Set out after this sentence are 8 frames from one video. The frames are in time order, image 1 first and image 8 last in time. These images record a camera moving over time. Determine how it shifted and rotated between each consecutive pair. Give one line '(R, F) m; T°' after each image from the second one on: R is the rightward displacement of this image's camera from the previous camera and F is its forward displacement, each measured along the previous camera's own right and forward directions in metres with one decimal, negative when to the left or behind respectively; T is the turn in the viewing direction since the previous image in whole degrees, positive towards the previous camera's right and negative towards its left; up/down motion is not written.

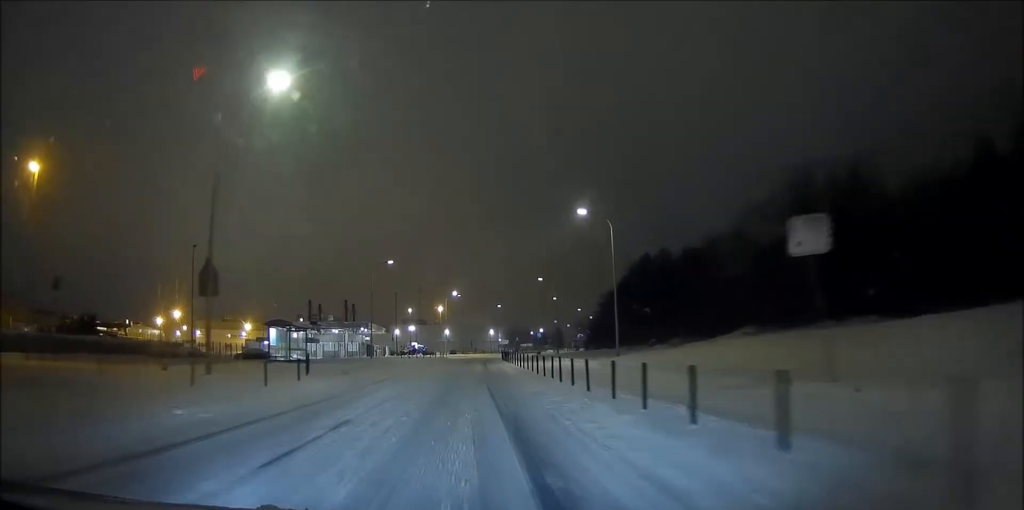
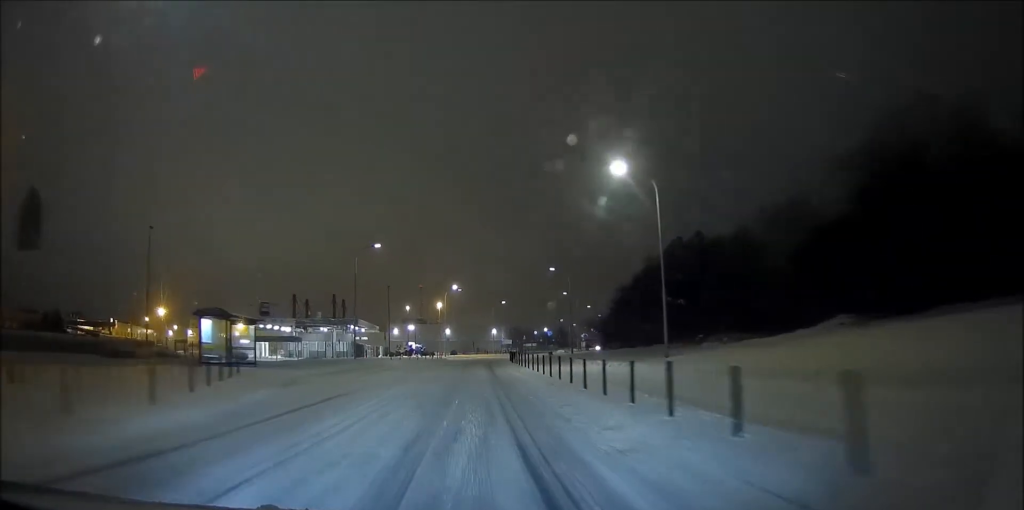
(-0.1, +10.6) m; -1°
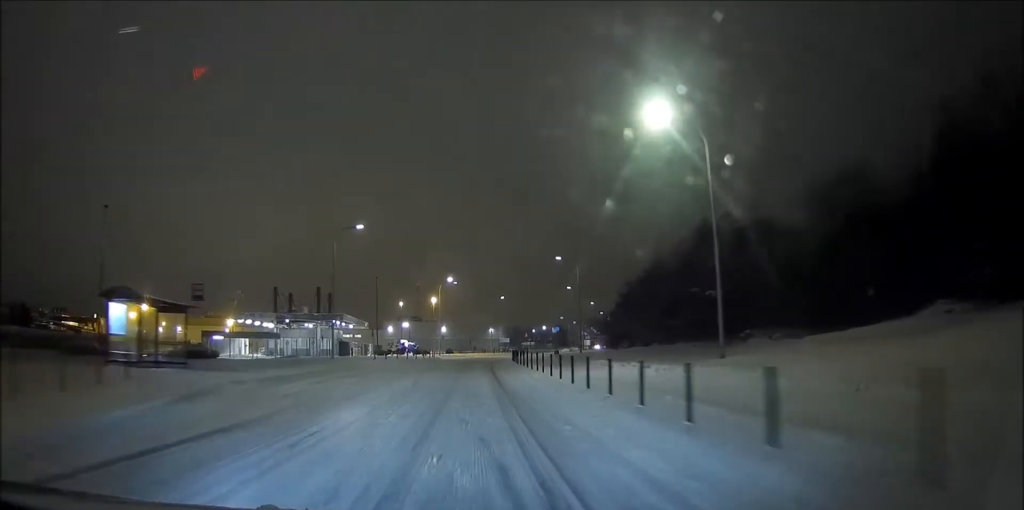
(0.0, +8.2) m; 0°
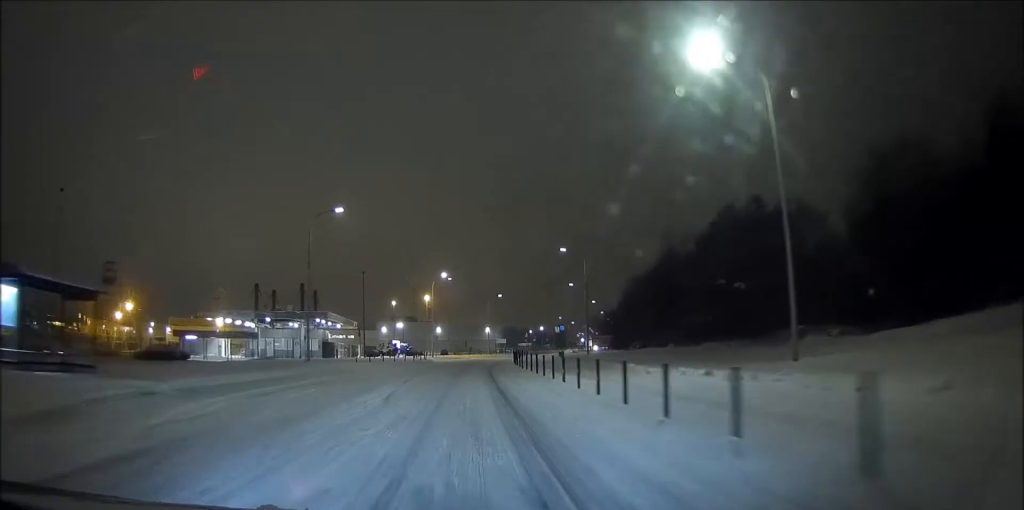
(0.0, +6.7) m; 0°
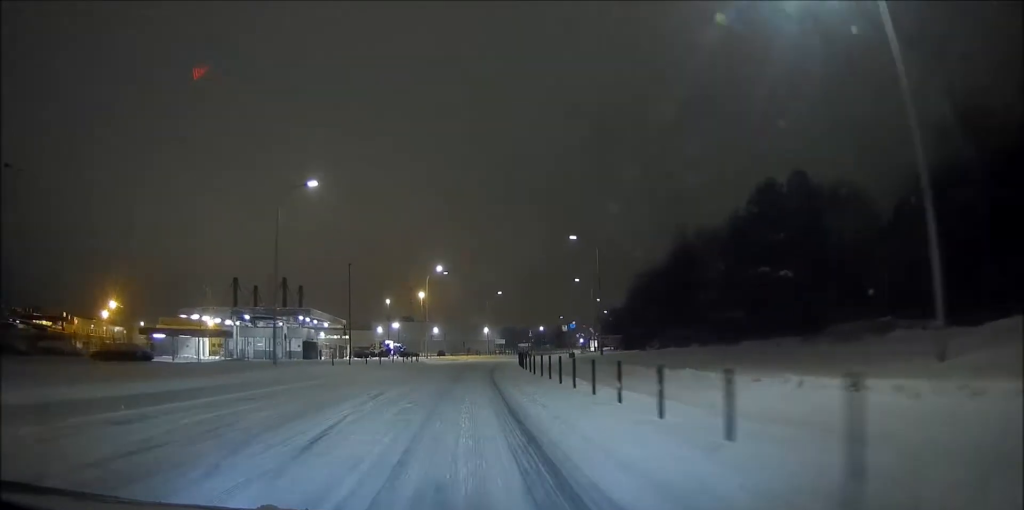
(0.0, +7.5) m; 0°
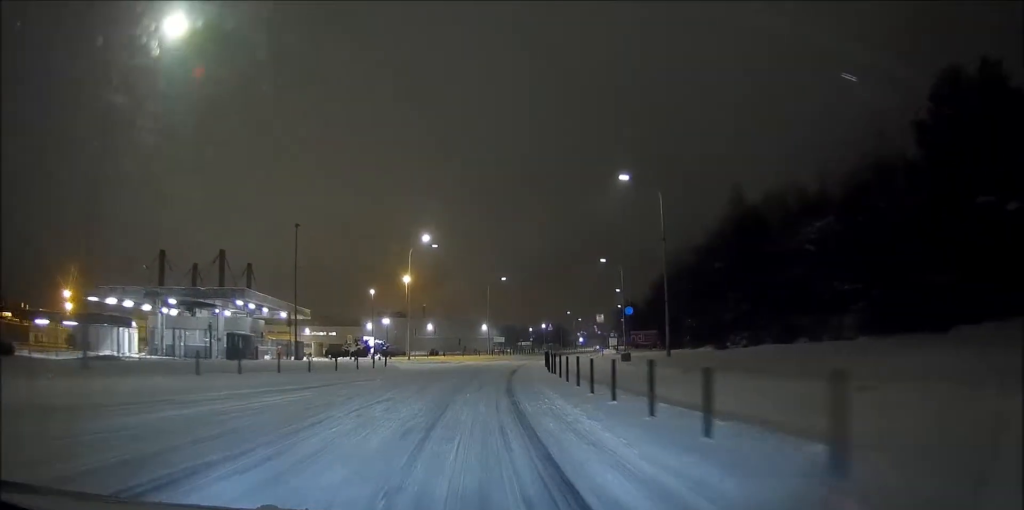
(-0.1, +20.0) m; 0°
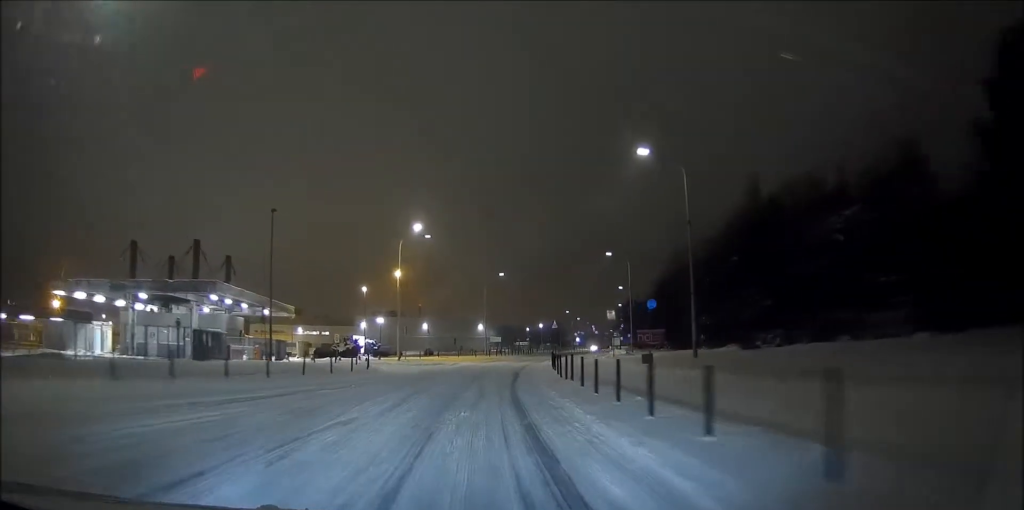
(-0.1, +5.1) m; 0°
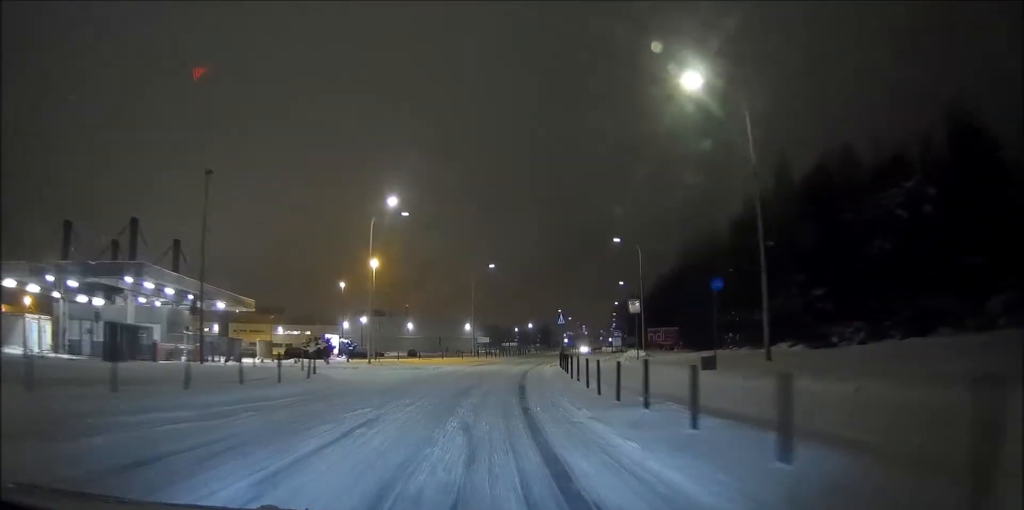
(+0.2, +9.4) m; +1°
